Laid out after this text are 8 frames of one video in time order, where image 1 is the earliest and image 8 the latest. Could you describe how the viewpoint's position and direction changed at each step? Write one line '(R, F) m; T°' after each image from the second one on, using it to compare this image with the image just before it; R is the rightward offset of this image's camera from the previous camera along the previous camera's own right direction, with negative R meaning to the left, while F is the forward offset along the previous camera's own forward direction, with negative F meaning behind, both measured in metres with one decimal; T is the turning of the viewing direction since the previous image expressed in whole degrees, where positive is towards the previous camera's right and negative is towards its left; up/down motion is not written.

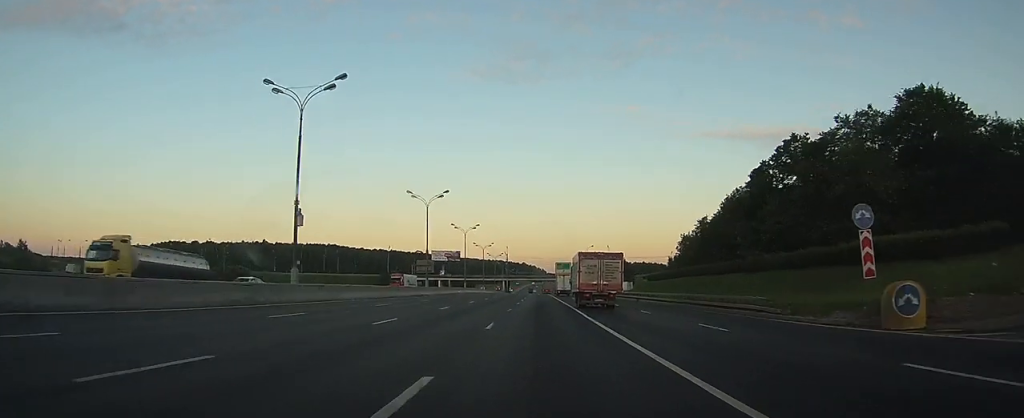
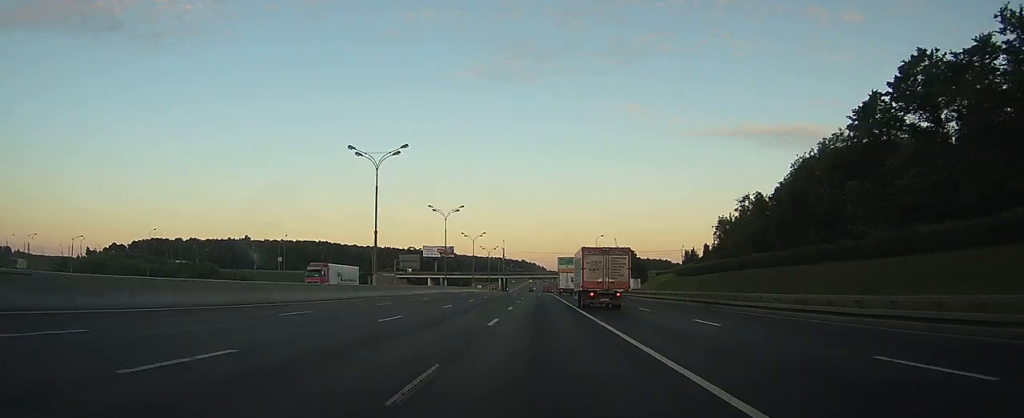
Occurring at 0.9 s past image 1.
(+0.1, +23.8) m; 0°
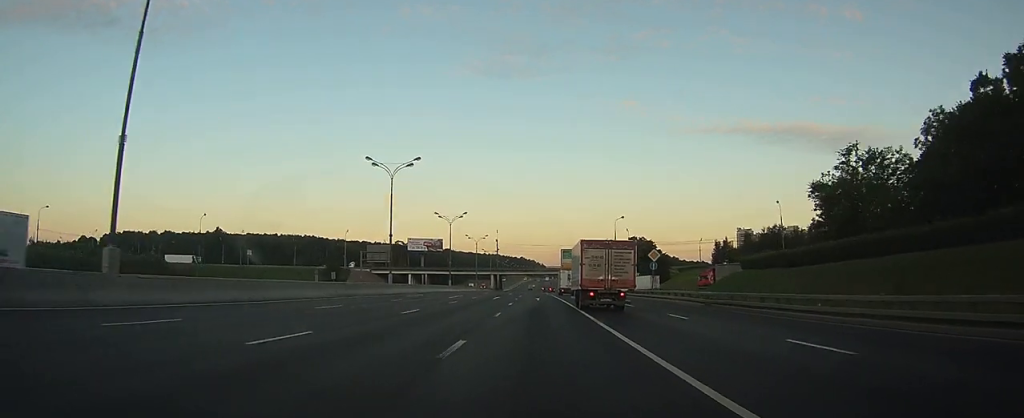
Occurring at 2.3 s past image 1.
(+0.1, +33.2) m; 0°
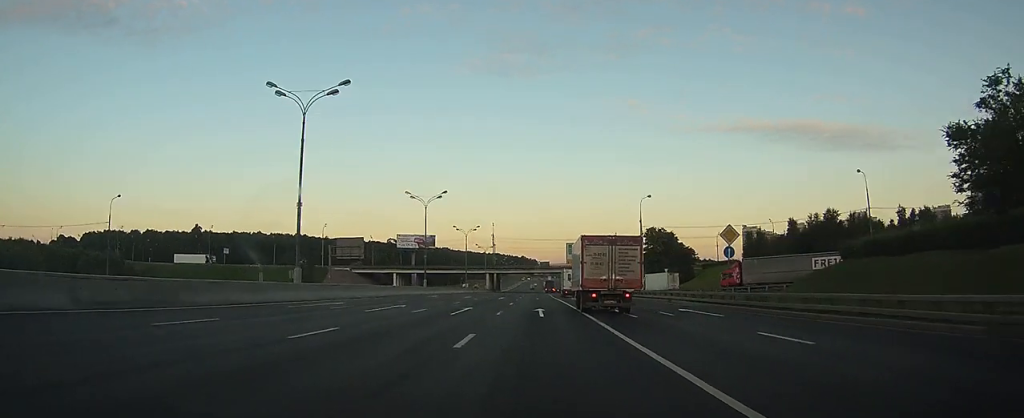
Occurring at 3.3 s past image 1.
(-0.1, +23.4) m; 0°
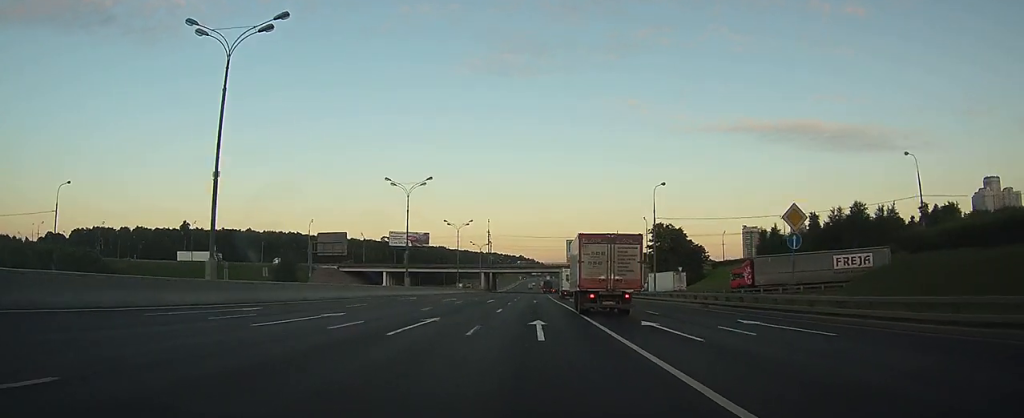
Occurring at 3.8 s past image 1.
(0.0, +10.1) m; 0°
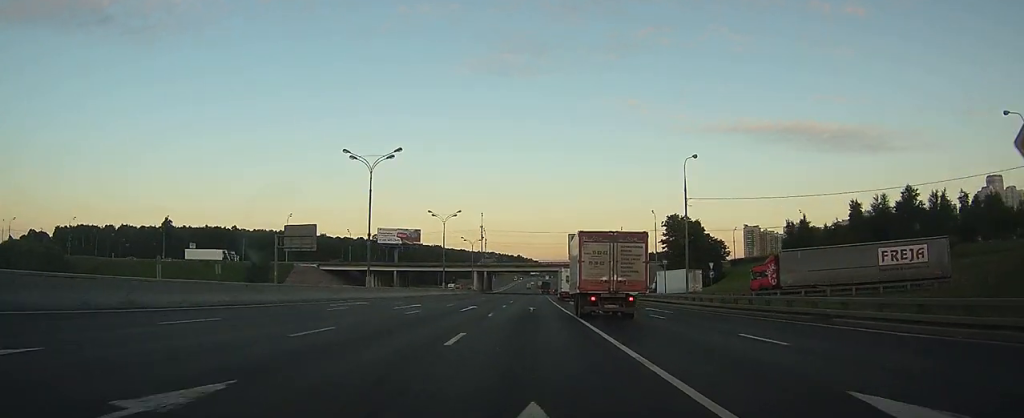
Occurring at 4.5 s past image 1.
(+0.1, +15.0) m; 0°
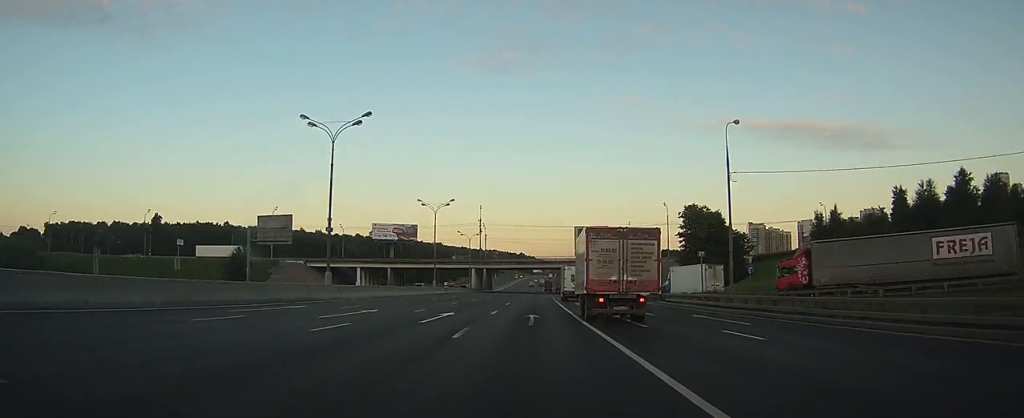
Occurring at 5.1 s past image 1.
(0.0, +11.1) m; 0°
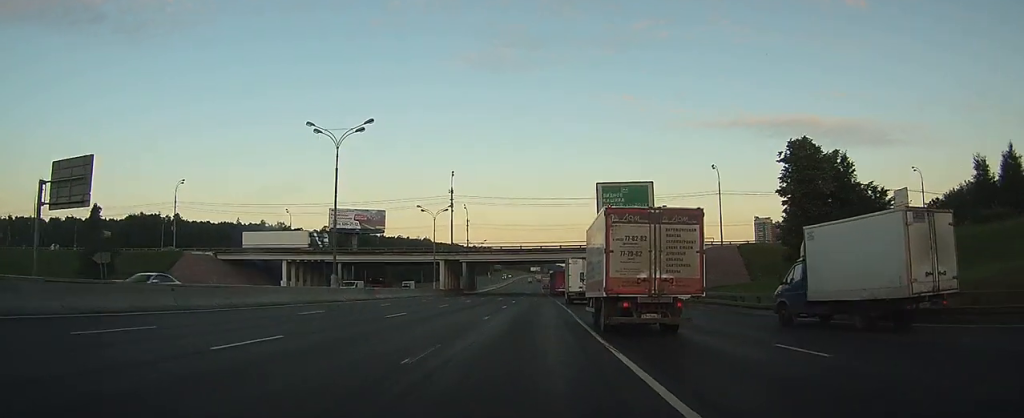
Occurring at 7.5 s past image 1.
(-0.7, +42.9) m; -2°
